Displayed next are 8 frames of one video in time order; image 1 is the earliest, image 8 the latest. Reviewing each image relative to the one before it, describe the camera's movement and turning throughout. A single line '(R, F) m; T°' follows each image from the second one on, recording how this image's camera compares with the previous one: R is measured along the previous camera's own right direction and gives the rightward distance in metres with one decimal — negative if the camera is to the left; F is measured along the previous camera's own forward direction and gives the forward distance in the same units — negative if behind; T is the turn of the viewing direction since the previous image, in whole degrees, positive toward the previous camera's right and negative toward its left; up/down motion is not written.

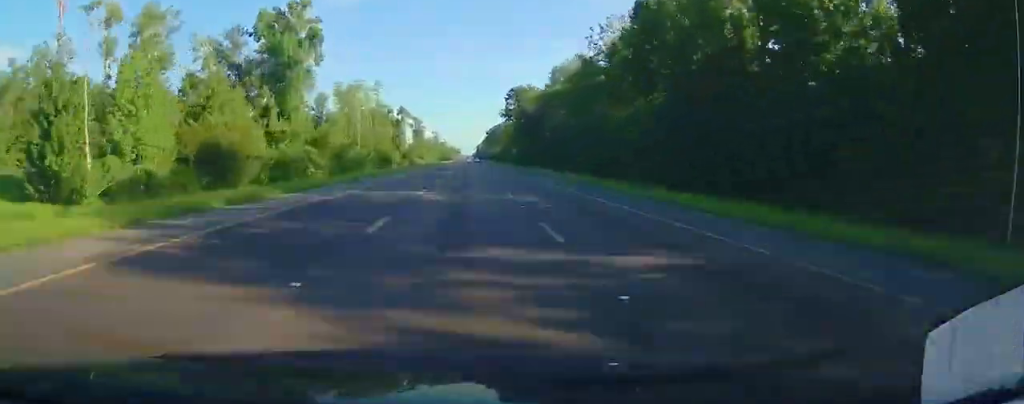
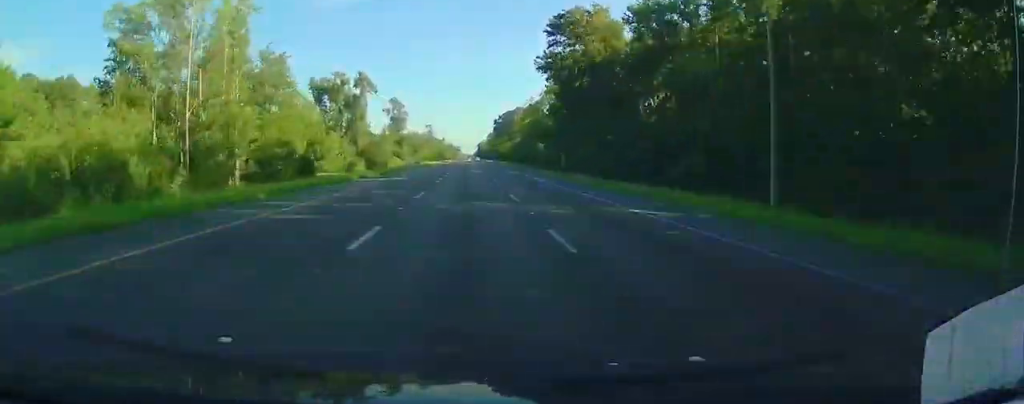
(0.0, +73.3) m; 0°
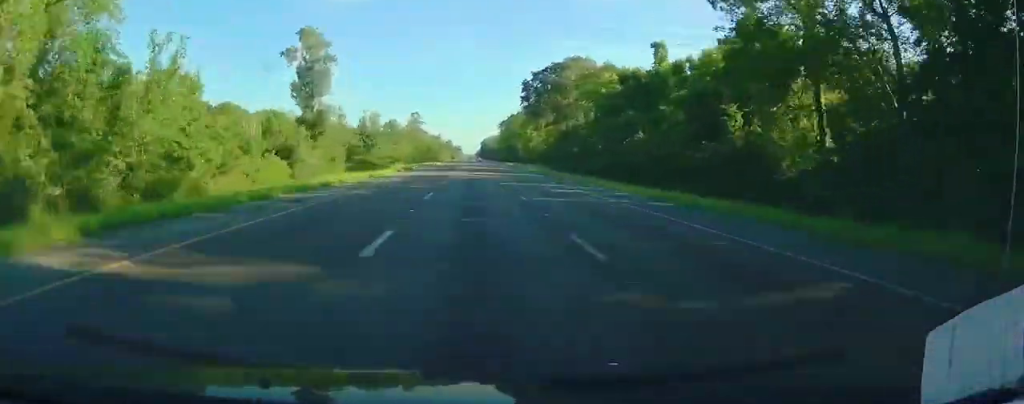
(+0.2, +95.7) m; 0°
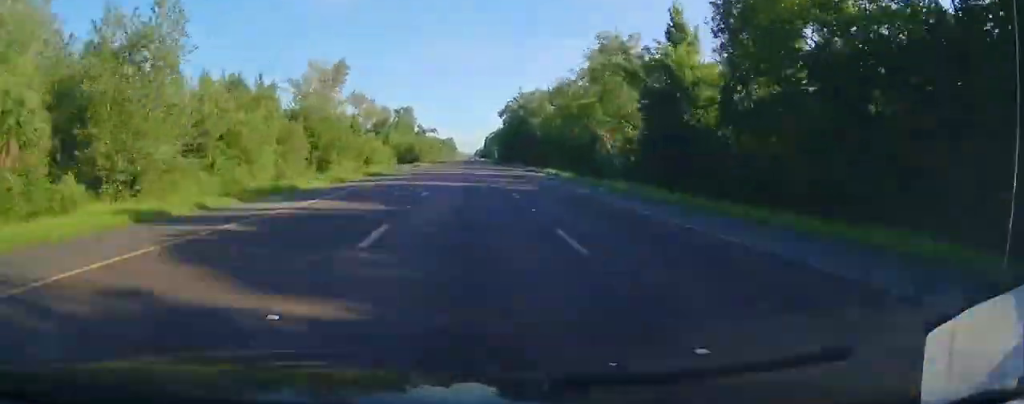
(+0.6, +321.4) m; 0°
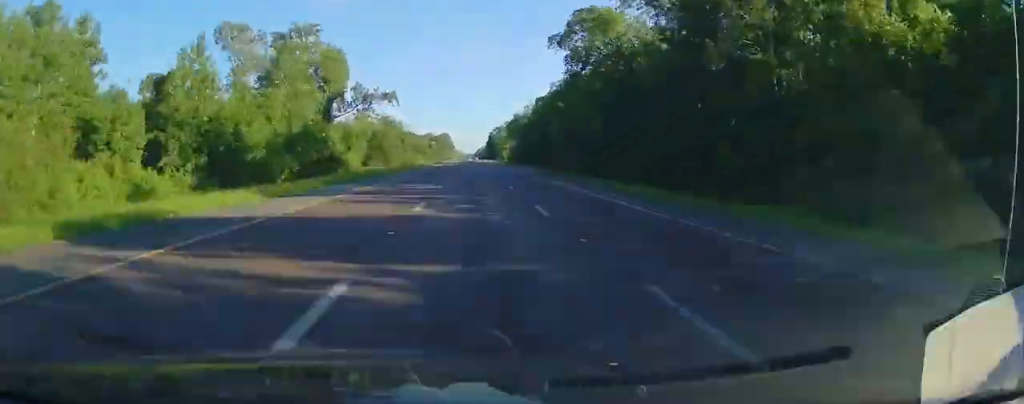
(-0.3, +103.0) m; 0°
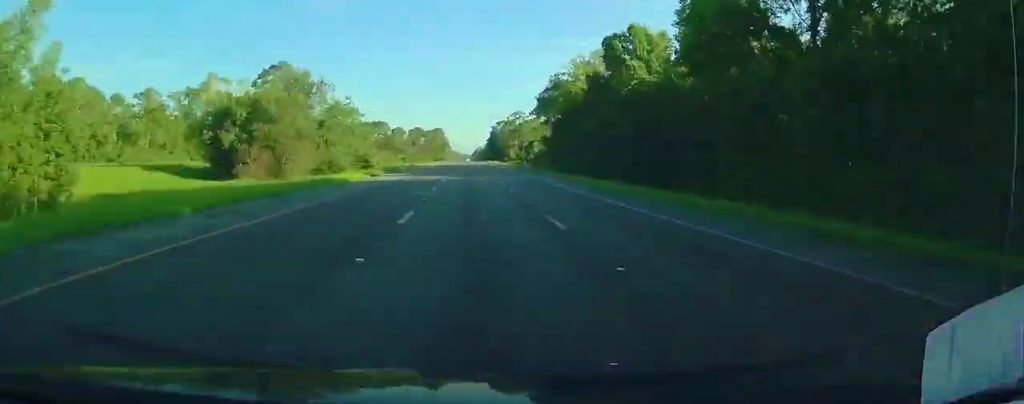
(0.0, +76.2) m; 0°
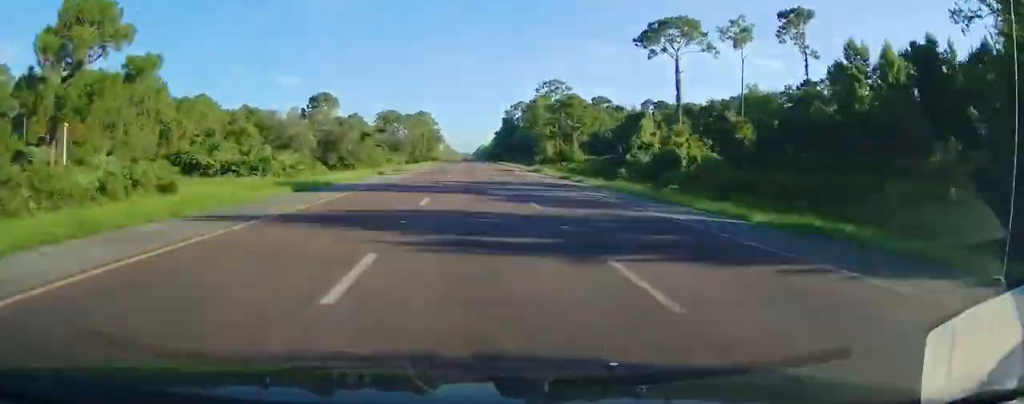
(+0.1, +116.9) m; 0°
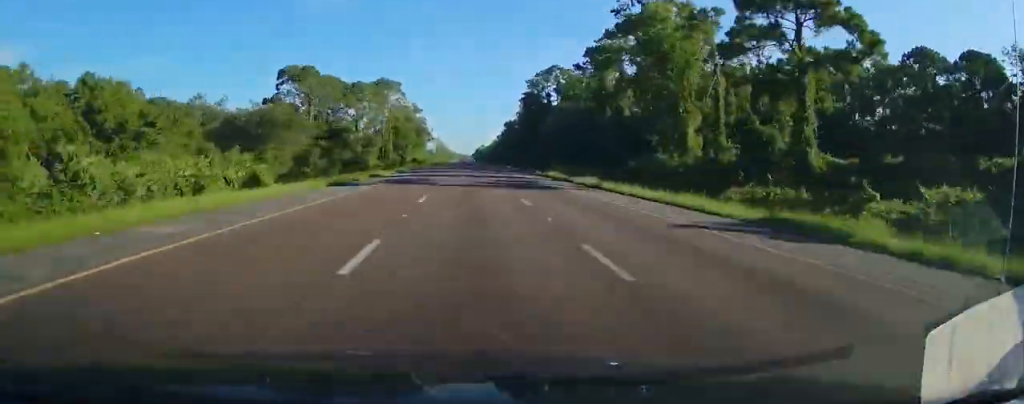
(+0.5, +94.9) m; 0°
